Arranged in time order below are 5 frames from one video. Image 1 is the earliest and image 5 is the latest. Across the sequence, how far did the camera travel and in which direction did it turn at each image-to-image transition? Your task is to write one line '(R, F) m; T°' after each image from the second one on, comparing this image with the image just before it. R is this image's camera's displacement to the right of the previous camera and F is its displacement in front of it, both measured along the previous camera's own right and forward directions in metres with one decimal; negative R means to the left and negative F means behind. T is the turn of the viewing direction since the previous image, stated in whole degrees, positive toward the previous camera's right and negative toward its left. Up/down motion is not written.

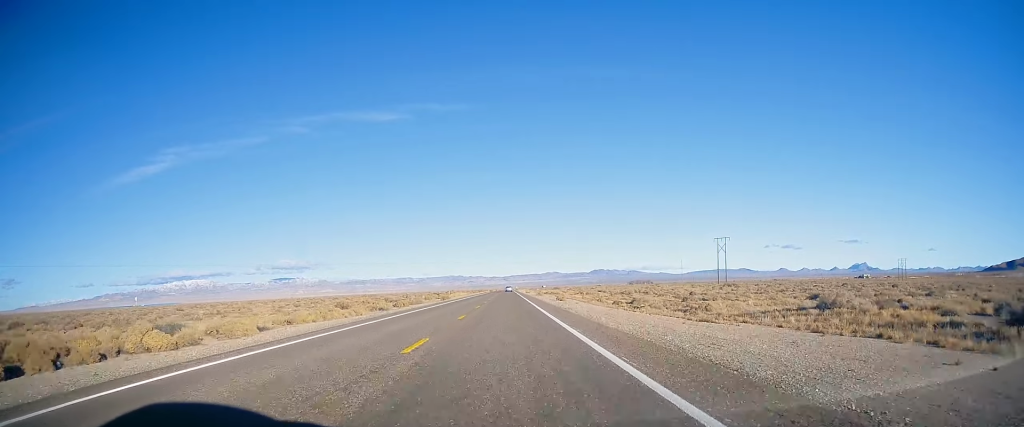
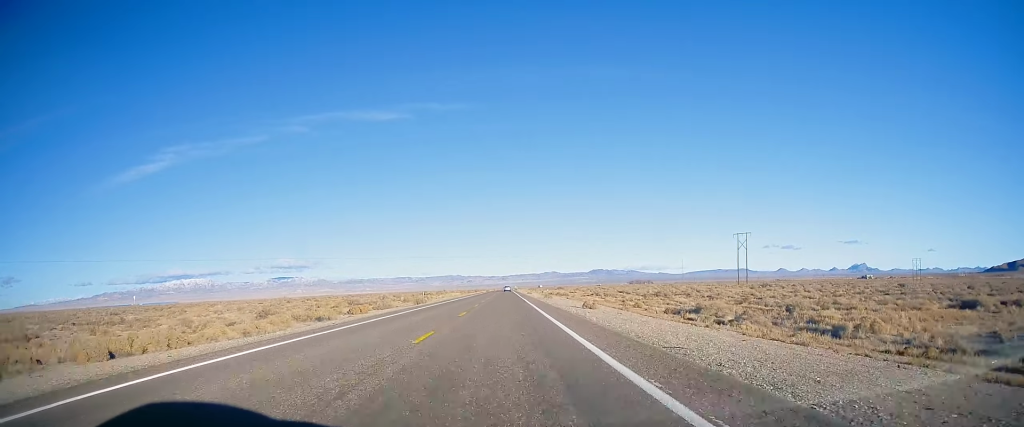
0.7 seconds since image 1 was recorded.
(0.0, +22.3) m; +1°
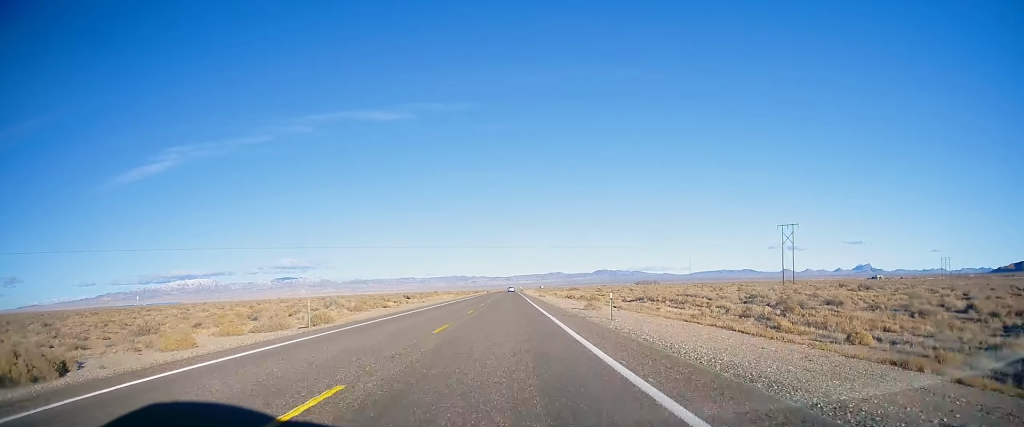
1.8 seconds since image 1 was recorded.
(+0.6, +33.6) m; 0°
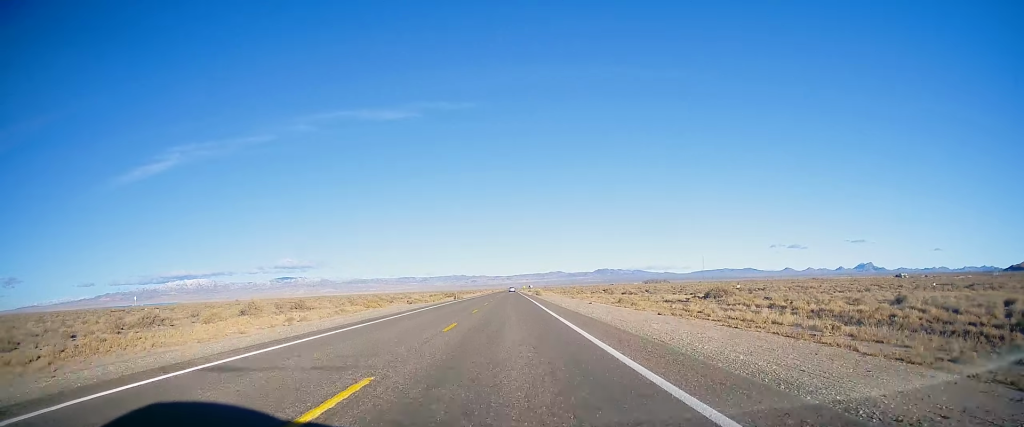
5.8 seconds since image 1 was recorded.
(-1.6, +121.3) m; -1°
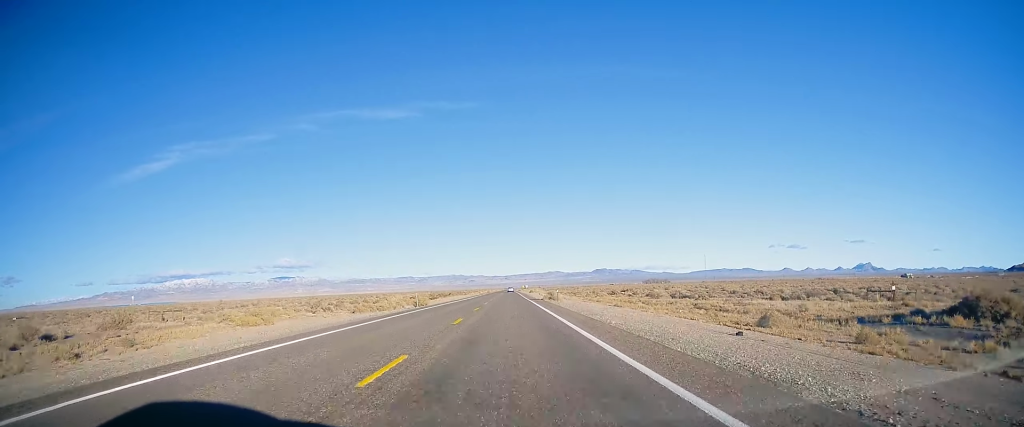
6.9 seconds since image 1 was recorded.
(+0.5, +33.7) m; +1°
